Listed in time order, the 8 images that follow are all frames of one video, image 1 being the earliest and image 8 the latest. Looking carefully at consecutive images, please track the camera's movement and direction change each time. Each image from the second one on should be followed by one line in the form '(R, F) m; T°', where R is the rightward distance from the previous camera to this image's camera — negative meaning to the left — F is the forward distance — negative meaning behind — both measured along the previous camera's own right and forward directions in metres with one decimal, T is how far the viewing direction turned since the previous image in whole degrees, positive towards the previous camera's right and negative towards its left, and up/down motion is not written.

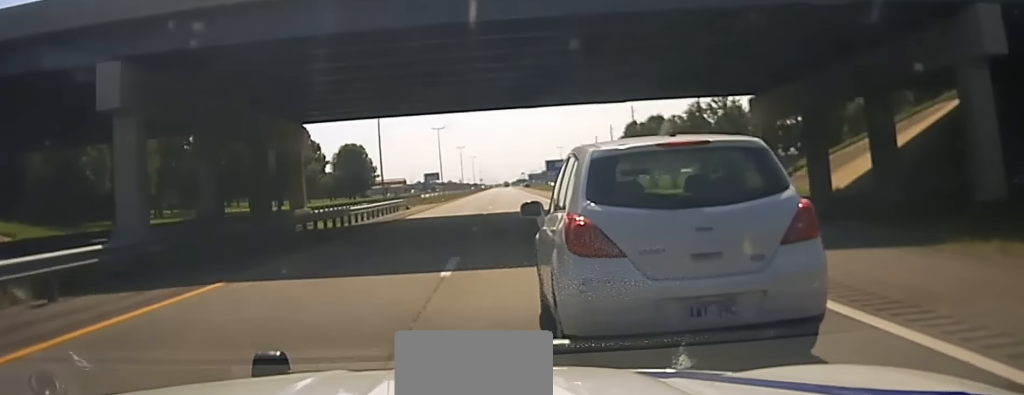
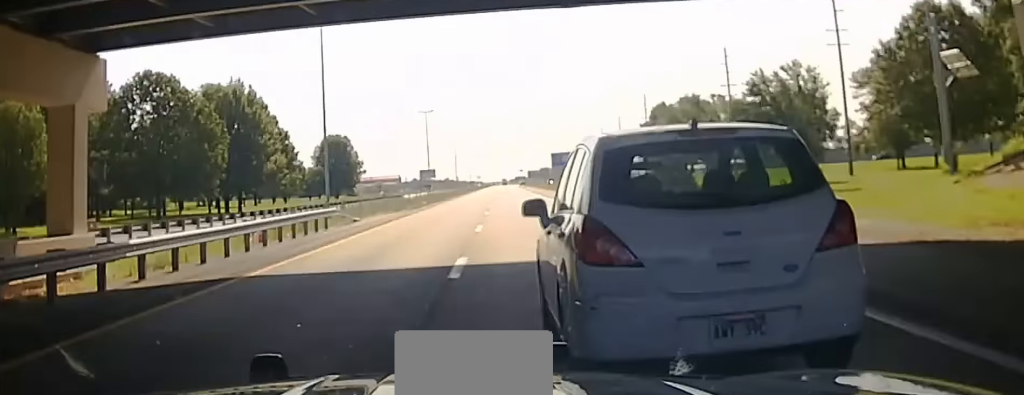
(0.0, +24.7) m; 0°
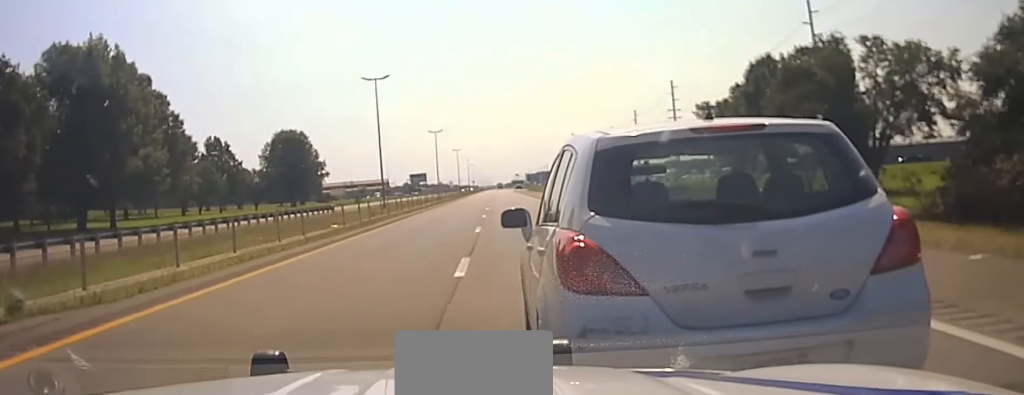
(0.0, +48.2) m; 0°
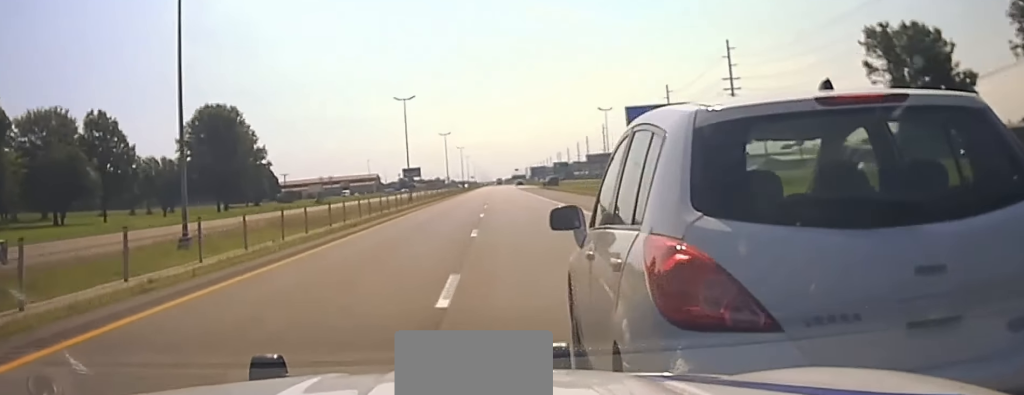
(0.0, +49.8) m; +1°
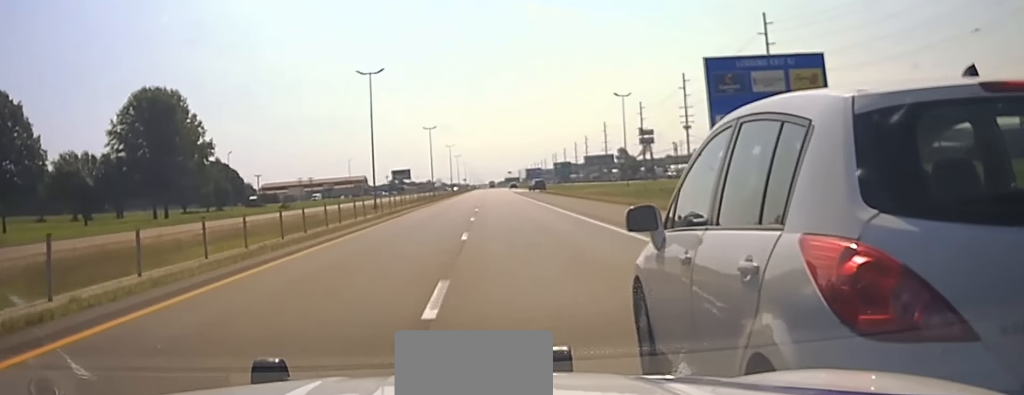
(+0.1, +24.9) m; 0°
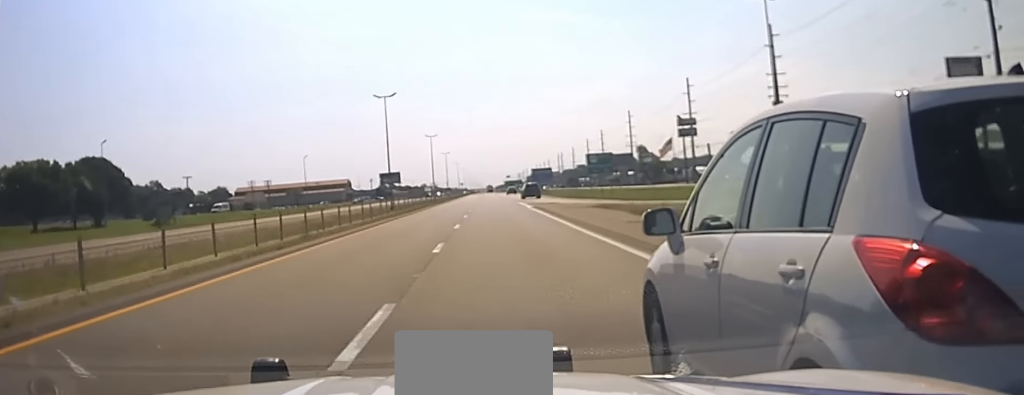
(0.0, +64.7) m; 0°
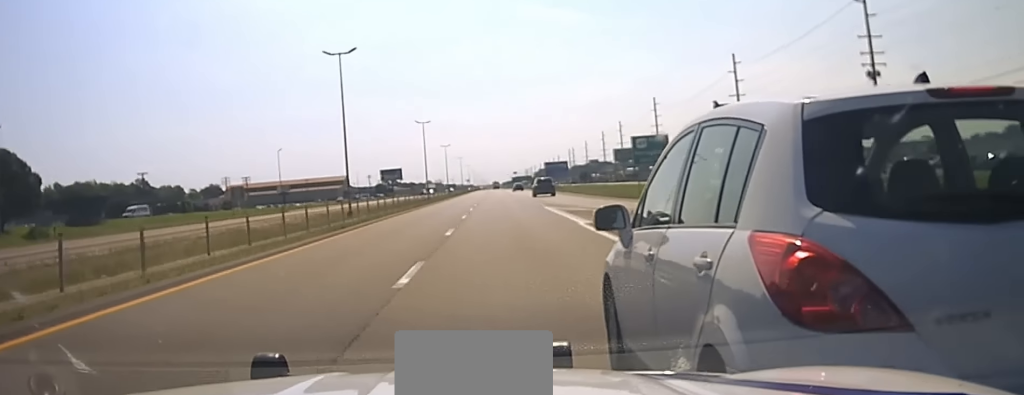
(0.0, +30.3) m; 0°
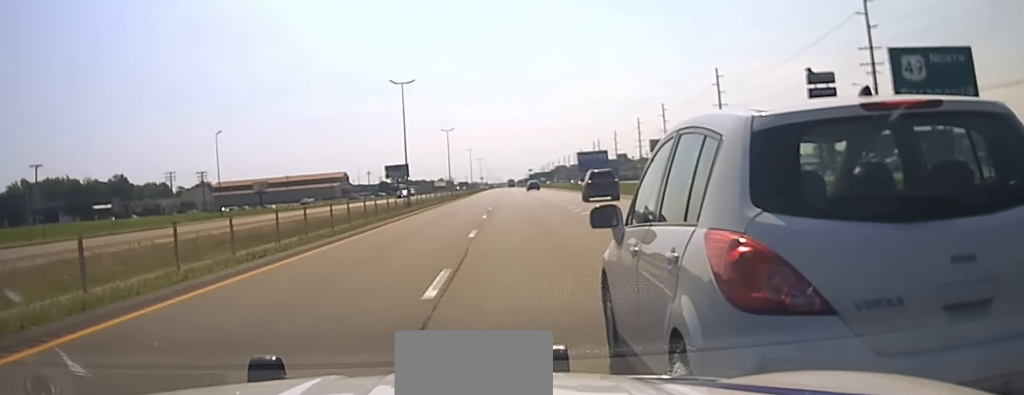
(0.0, +49.8) m; -1°
